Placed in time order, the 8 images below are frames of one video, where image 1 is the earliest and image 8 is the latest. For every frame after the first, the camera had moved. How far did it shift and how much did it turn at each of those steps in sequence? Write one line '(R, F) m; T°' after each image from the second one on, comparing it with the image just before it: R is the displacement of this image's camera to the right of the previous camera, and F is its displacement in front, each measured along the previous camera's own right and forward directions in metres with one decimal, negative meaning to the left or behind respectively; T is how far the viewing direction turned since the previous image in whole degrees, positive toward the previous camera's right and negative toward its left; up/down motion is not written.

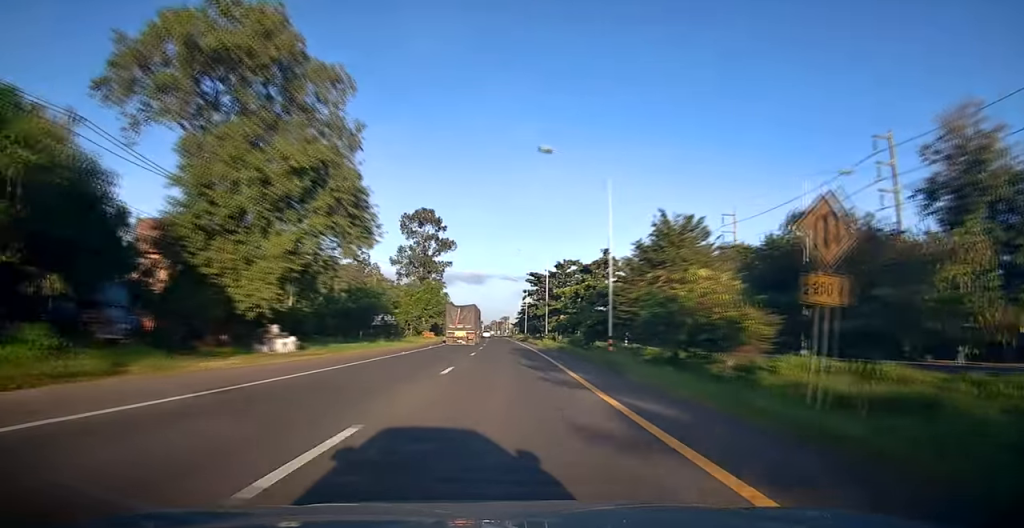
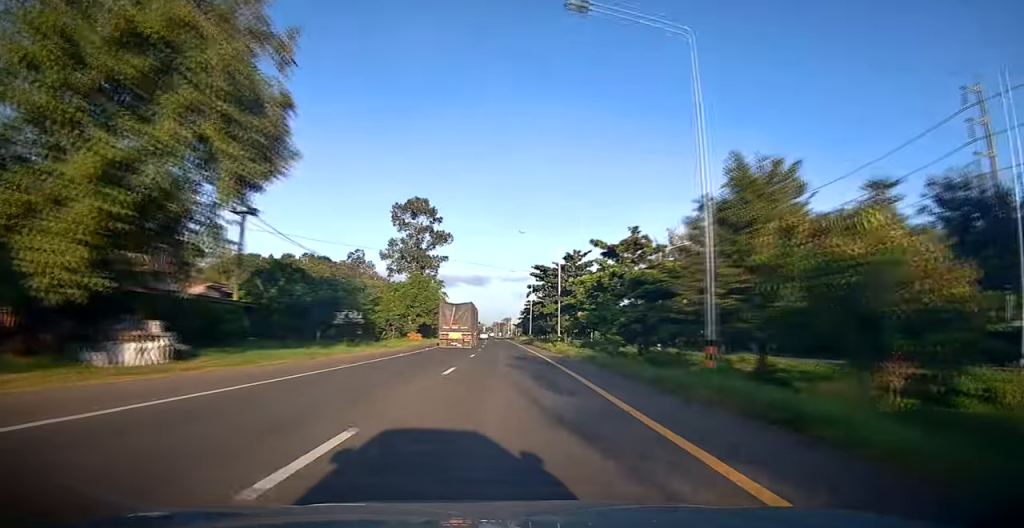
(0.0, +11.8) m; 0°
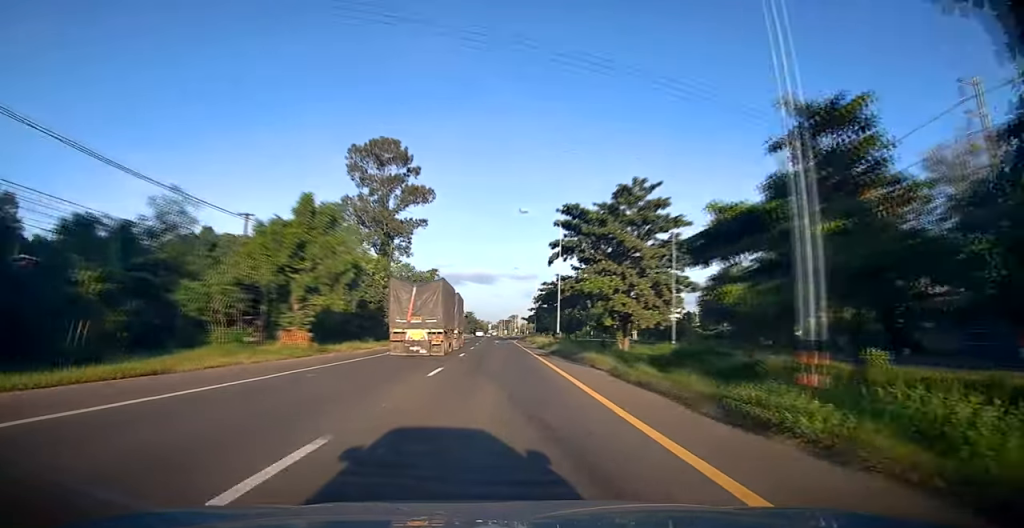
(0.0, +36.0) m; 0°
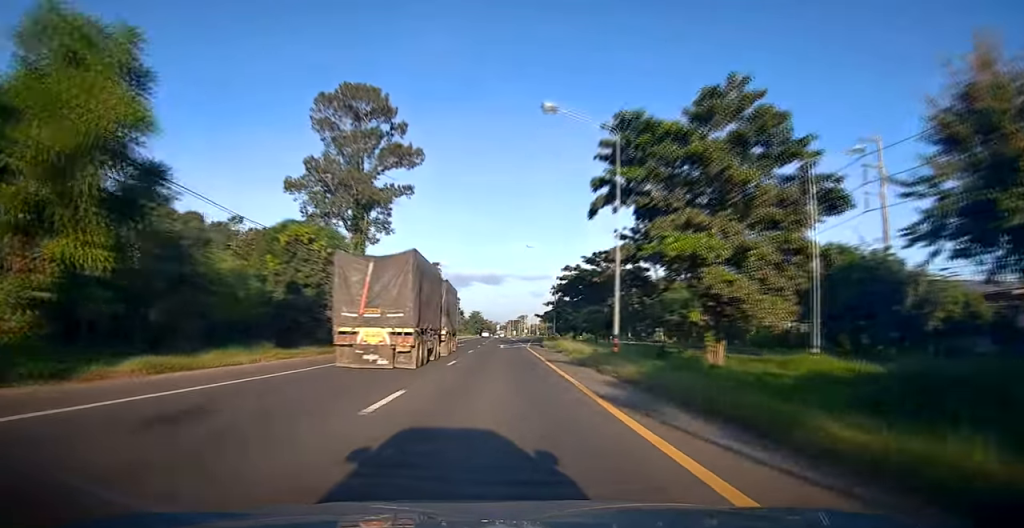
(-0.2, +18.7) m; -1°
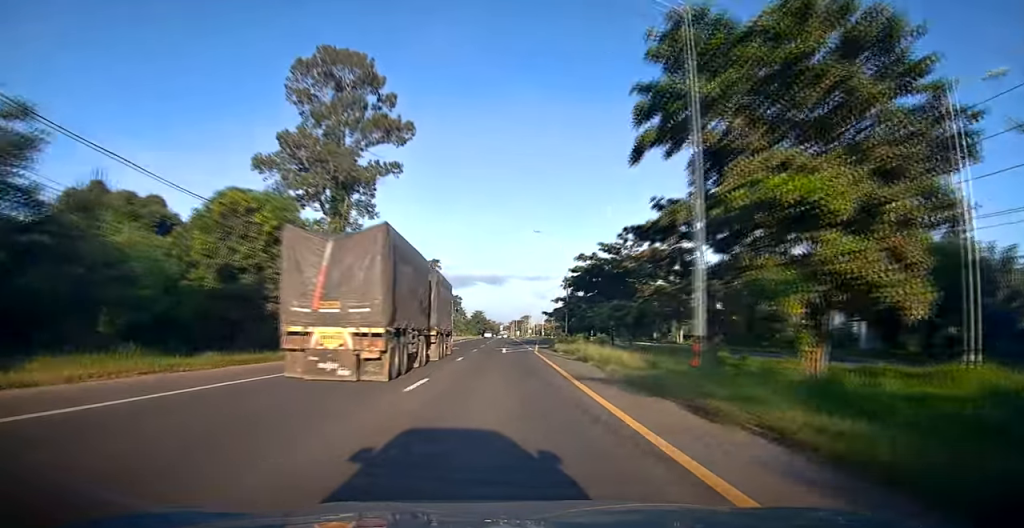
(-0.1, +8.7) m; 0°
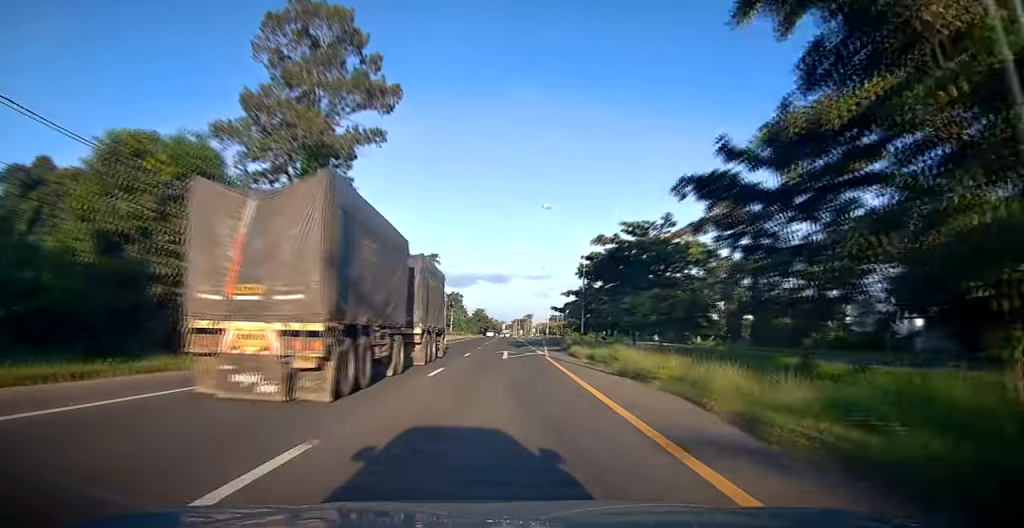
(0.0, +8.7) m; 0°
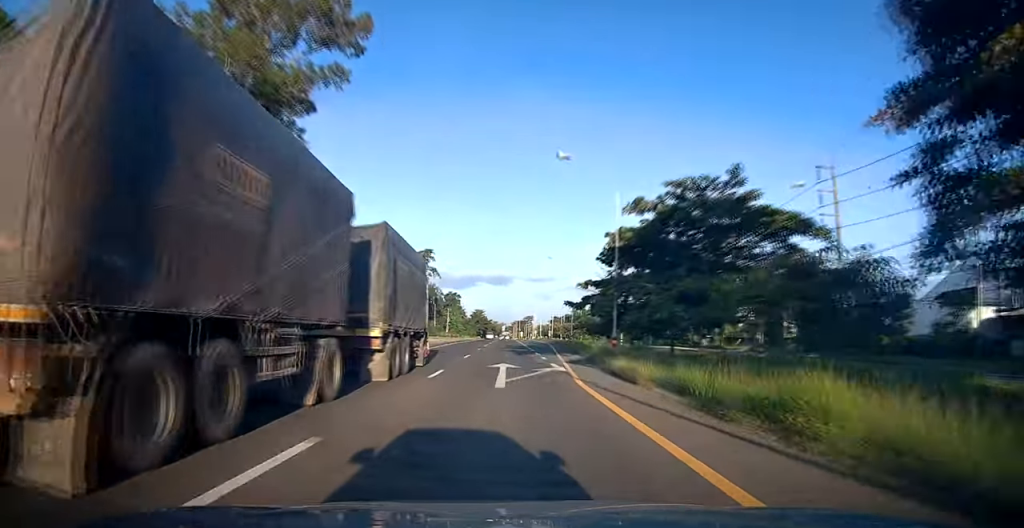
(+0.1, +11.6) m; -1°
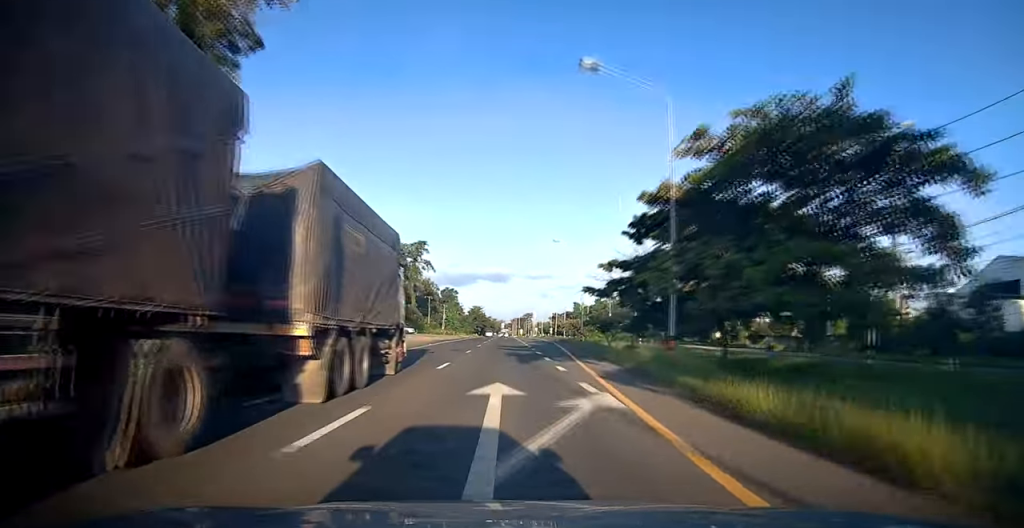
(-0.1, +9.5) m; 0°
